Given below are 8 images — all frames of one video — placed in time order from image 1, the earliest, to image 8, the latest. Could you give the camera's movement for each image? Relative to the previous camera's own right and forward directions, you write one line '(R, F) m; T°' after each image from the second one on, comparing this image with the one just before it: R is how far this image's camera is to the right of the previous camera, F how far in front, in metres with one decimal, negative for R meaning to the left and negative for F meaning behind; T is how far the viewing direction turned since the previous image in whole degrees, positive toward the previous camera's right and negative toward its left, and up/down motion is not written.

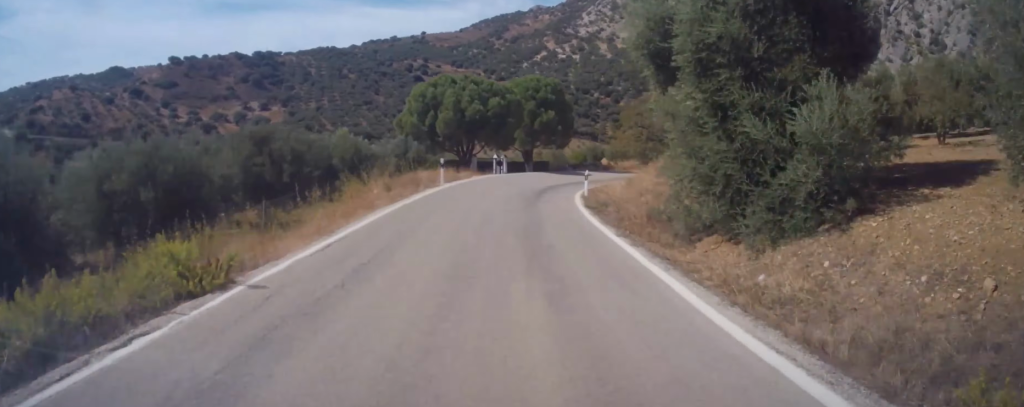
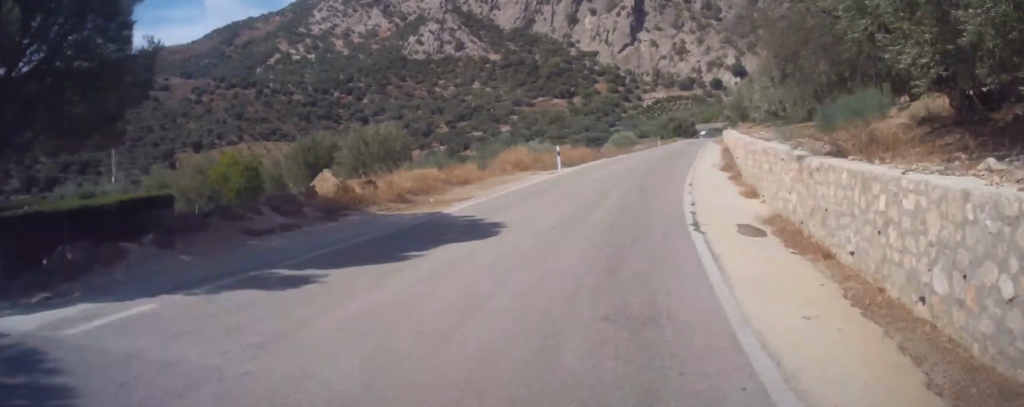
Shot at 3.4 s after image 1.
(+6.6, +49.5) m; +12°
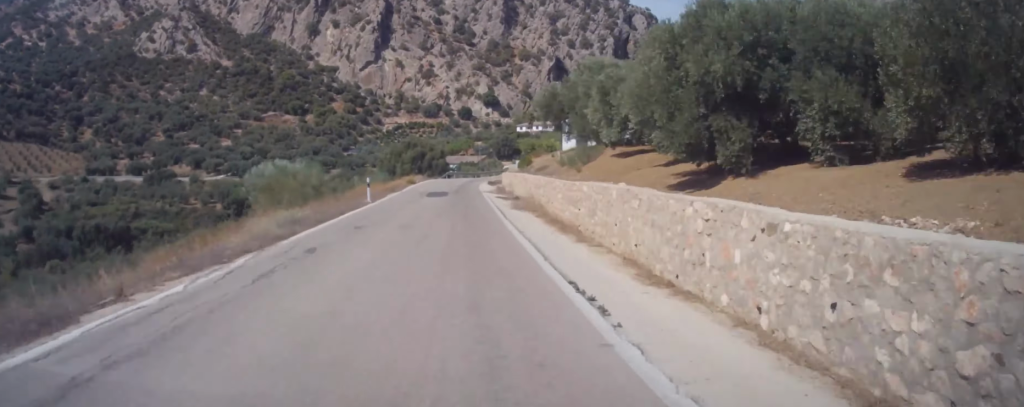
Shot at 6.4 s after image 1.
(+3.8, +42.8) m; +9°
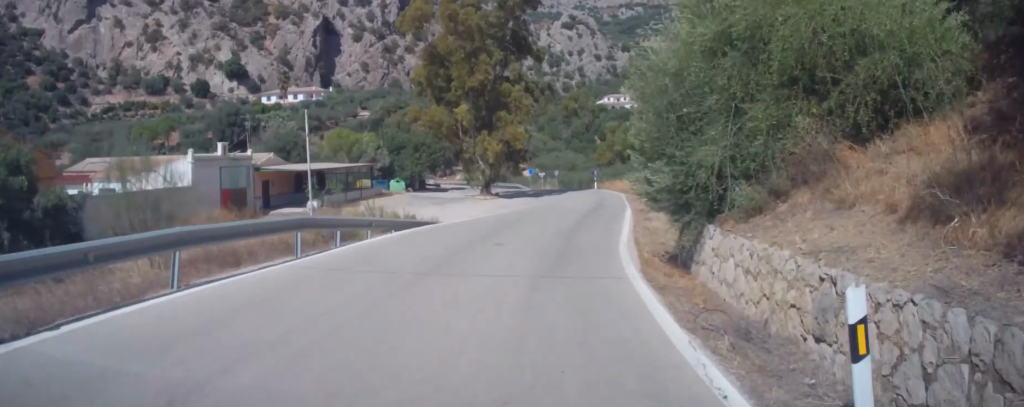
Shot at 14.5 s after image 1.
(+19.8, +106.9) m; +4°
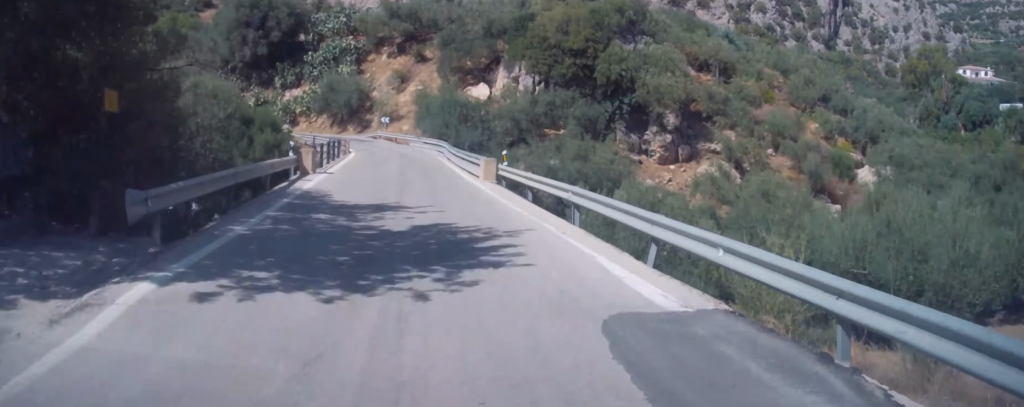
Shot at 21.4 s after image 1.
(-6.3, +73.8) m; -38°
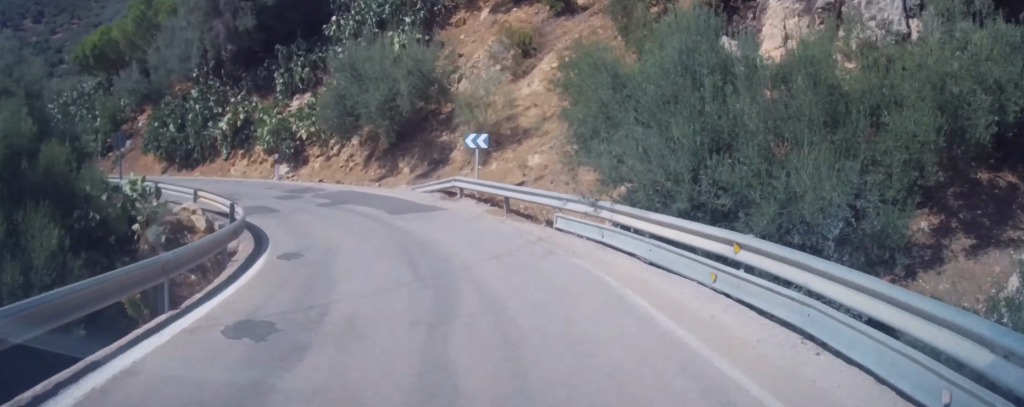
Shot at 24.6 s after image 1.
(-7.5, +36.1) m; -31°
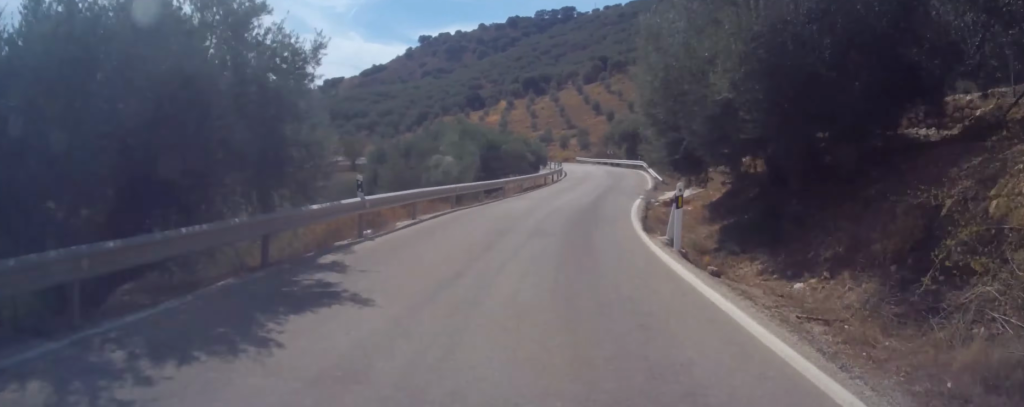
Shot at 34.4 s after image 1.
(-73.4, +102.8) m; -54°
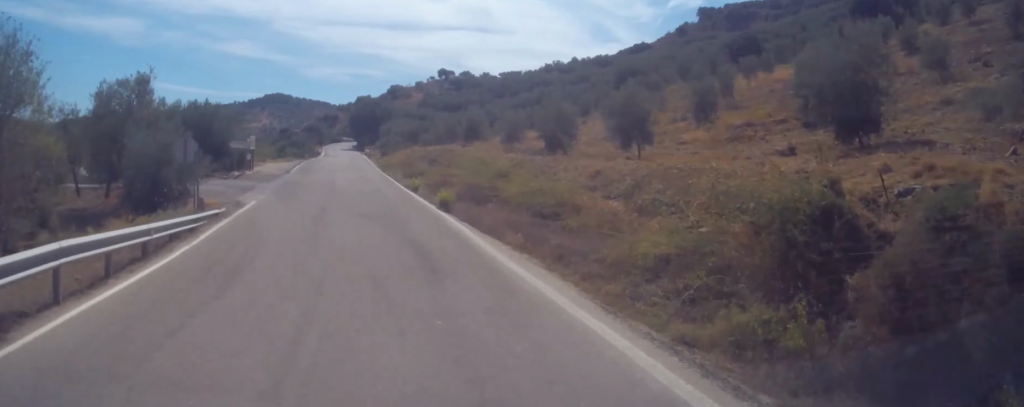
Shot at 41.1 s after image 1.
(-16.8, +98.6) m; -20°
